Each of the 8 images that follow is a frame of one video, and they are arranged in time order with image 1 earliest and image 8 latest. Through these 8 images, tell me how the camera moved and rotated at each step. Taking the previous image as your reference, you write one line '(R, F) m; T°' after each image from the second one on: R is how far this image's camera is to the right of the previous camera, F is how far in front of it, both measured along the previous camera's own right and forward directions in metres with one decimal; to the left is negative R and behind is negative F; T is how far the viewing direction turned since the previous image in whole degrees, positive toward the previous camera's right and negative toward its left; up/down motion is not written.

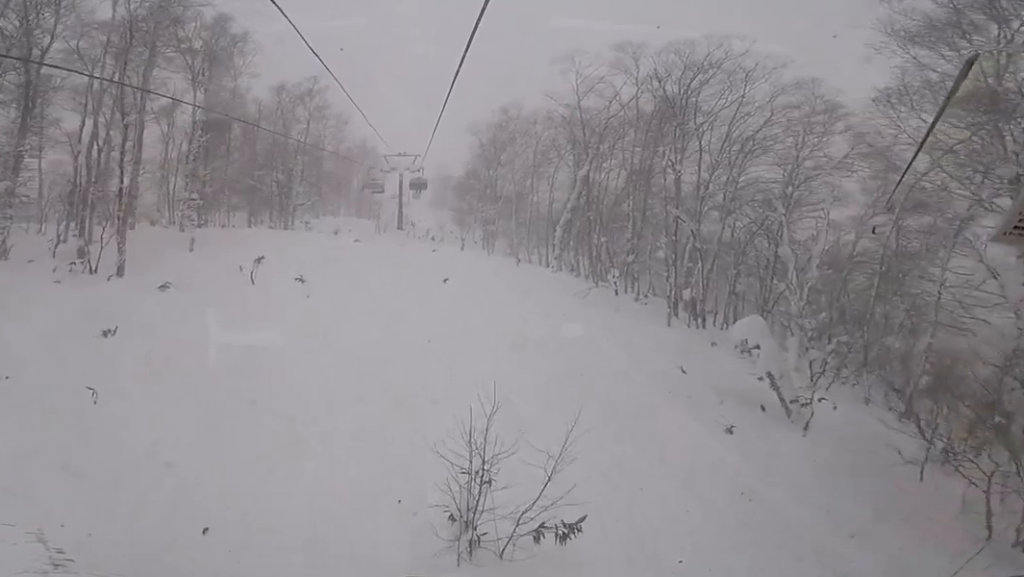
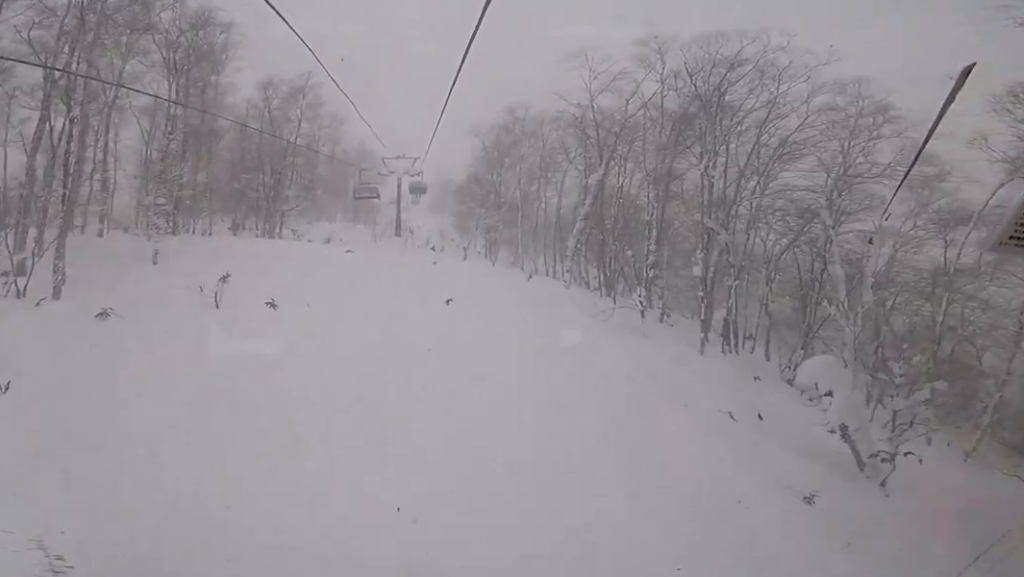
(+0.3, +3.3) m; -2°
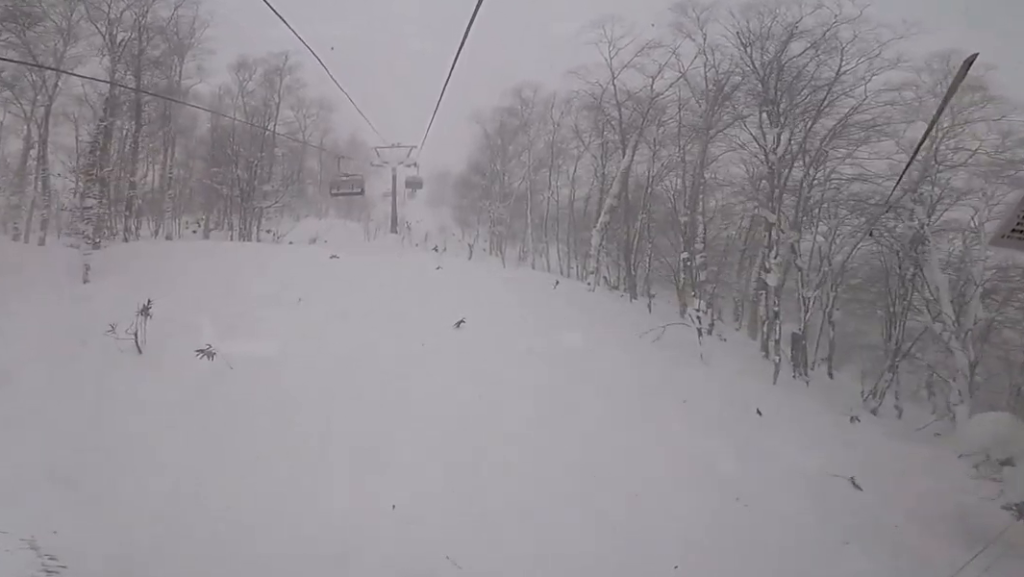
(-0.6, +4.7) m; -5°
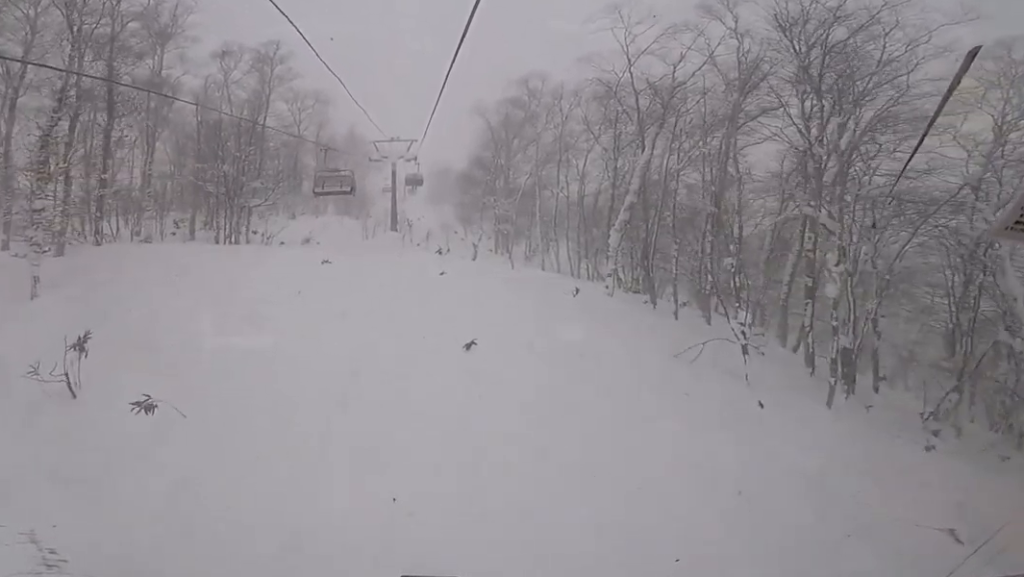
(-0.1, +2.5) m; +5°
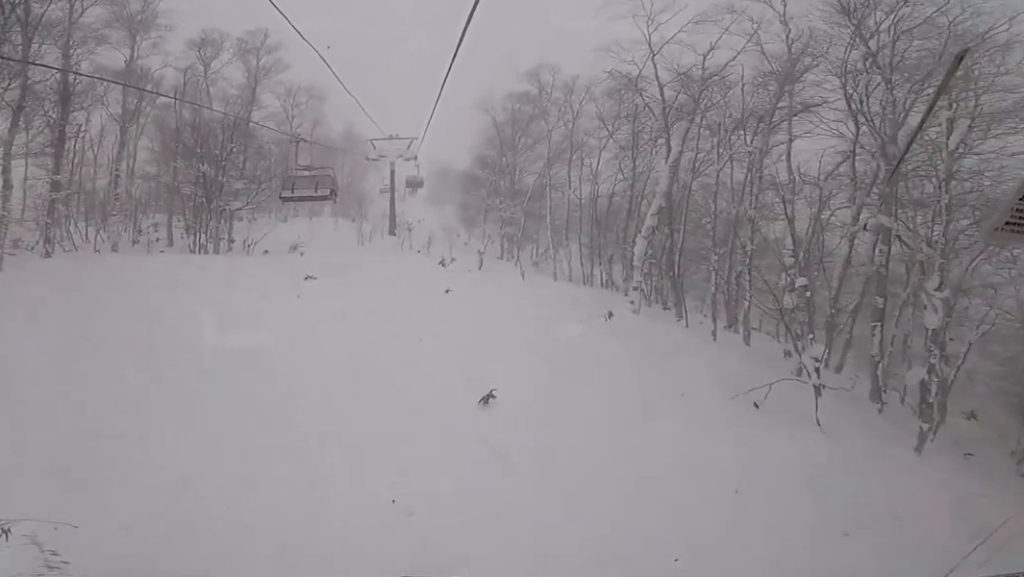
(+0.4, +3.3) m; +1°
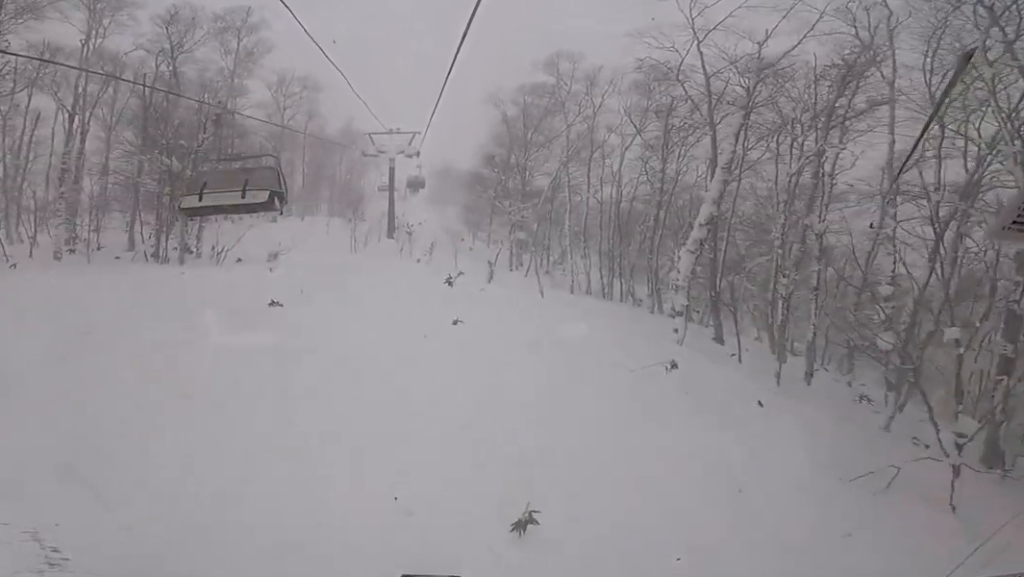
(-0.1, +4.1) m; -5°
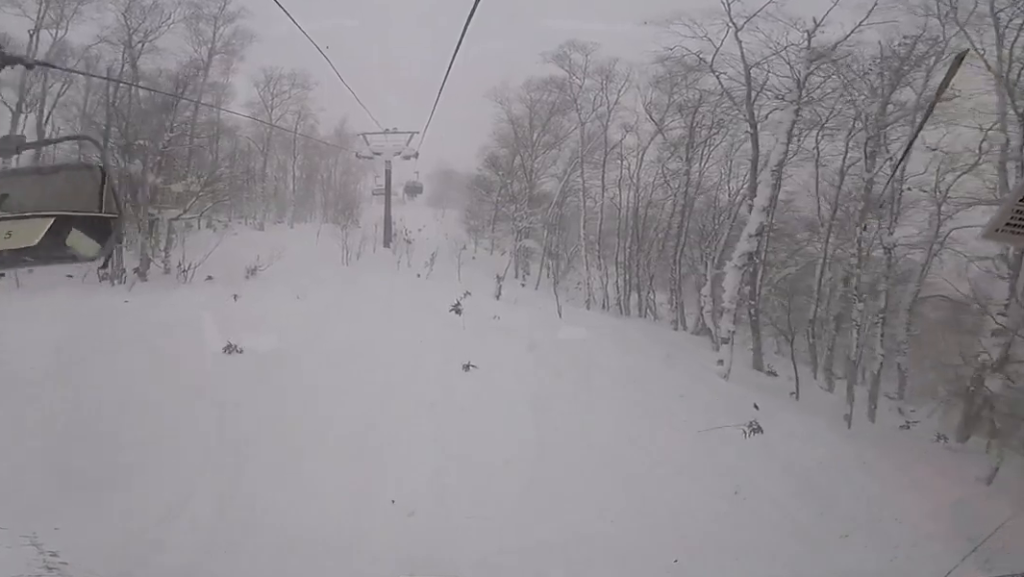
(-0.2, +3.1) m; -4°
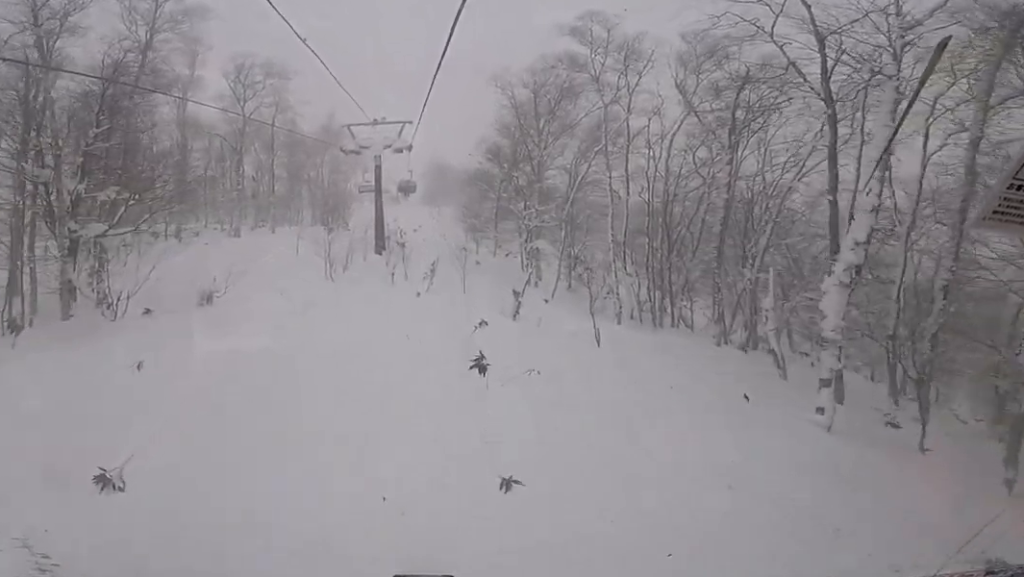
(0.0, +4.5) m; +4°
